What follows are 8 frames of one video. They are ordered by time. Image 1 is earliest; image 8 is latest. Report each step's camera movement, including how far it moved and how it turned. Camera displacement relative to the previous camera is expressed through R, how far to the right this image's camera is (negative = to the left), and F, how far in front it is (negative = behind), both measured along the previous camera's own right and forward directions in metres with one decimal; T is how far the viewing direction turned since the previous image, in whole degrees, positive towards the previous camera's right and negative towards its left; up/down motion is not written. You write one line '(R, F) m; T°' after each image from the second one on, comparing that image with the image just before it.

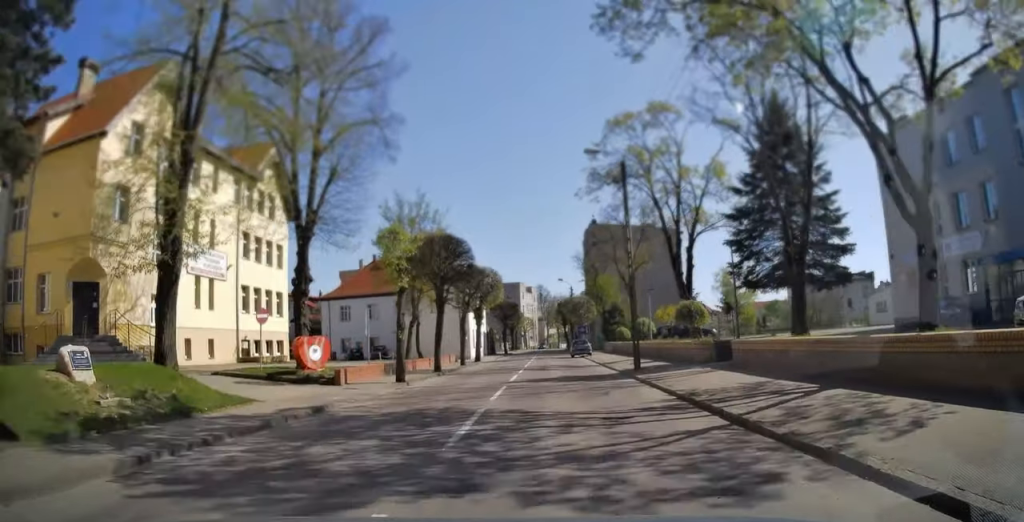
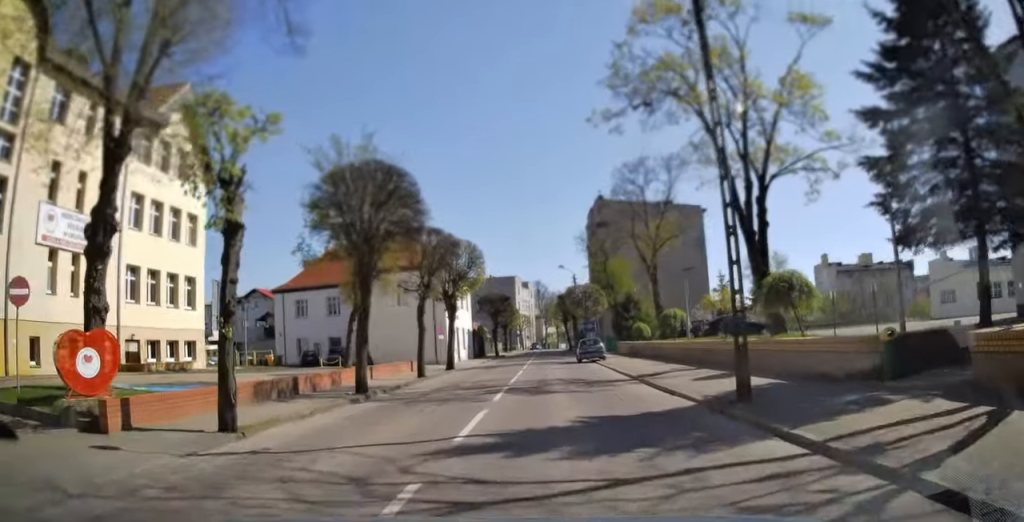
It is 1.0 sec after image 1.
(-0.1, +12.3) m; 0°
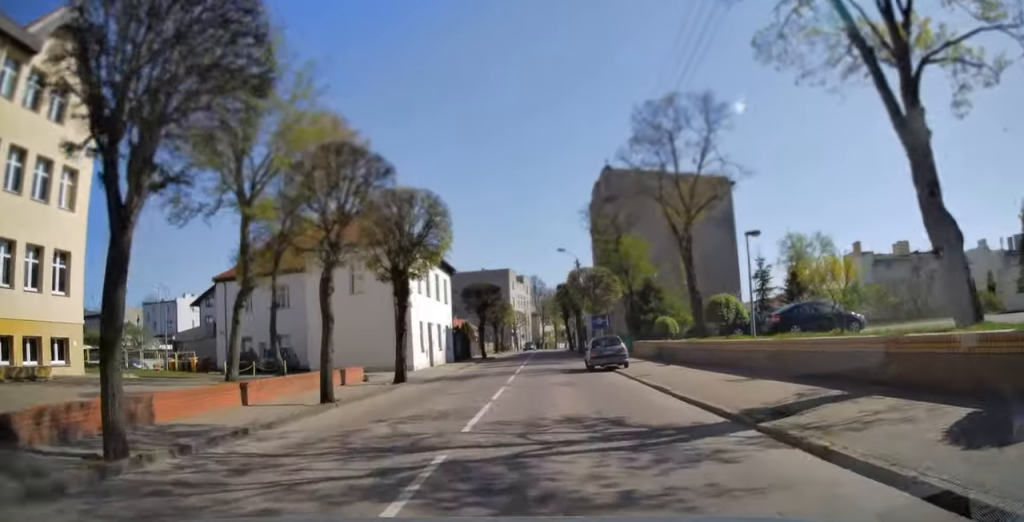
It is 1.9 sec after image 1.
(+0.1, +11.0) m; +1°
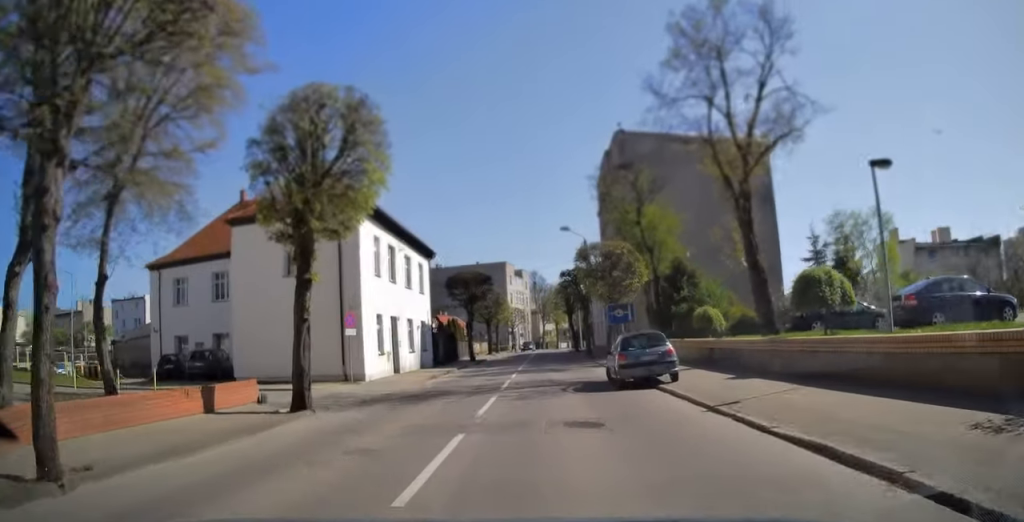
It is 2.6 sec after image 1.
(+0.1, +9.4) m; 0°
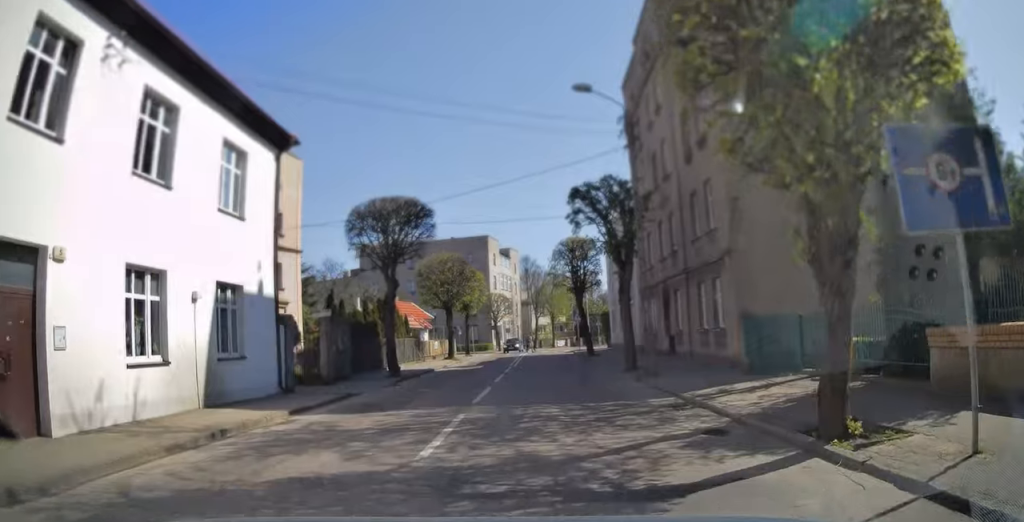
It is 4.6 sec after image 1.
(-0.2, +23.5) m; 0°
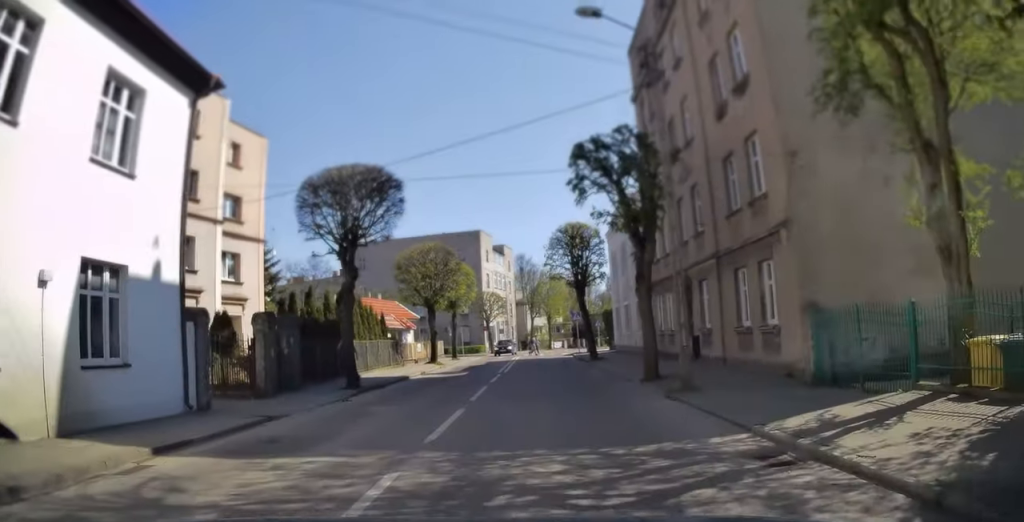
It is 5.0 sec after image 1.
(0.0, +4.9) m; 0°
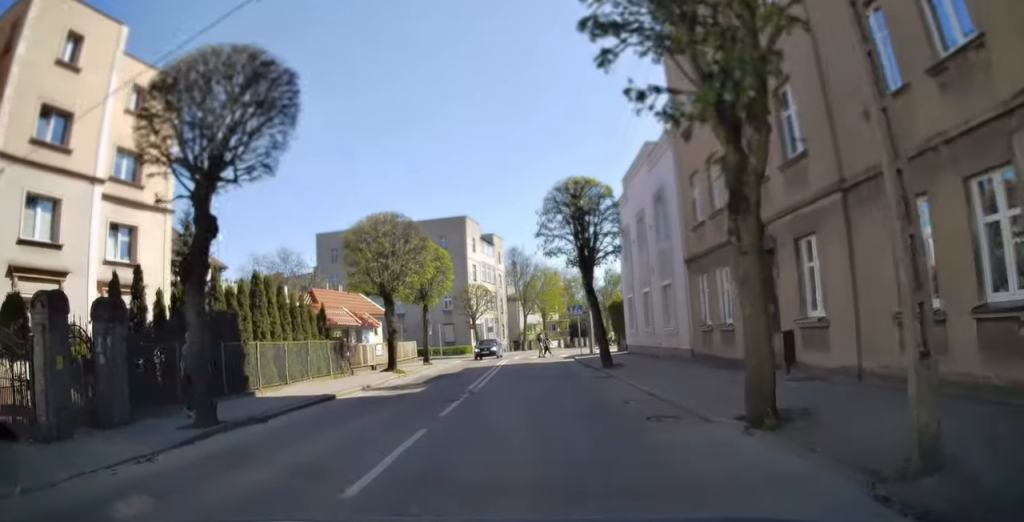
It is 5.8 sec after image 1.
(+0.1, +8.7) m; 0°
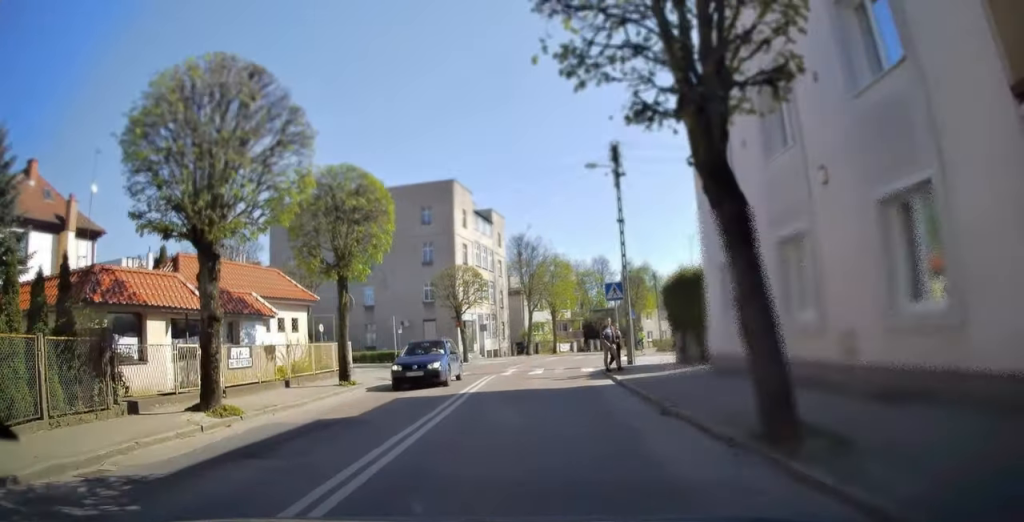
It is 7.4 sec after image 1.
(-0.1, +15.7) m; 0°
